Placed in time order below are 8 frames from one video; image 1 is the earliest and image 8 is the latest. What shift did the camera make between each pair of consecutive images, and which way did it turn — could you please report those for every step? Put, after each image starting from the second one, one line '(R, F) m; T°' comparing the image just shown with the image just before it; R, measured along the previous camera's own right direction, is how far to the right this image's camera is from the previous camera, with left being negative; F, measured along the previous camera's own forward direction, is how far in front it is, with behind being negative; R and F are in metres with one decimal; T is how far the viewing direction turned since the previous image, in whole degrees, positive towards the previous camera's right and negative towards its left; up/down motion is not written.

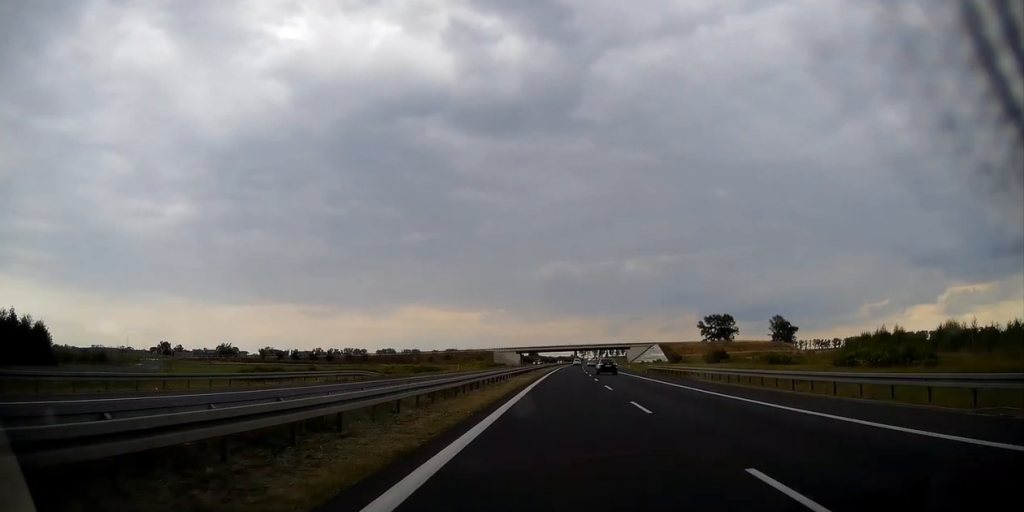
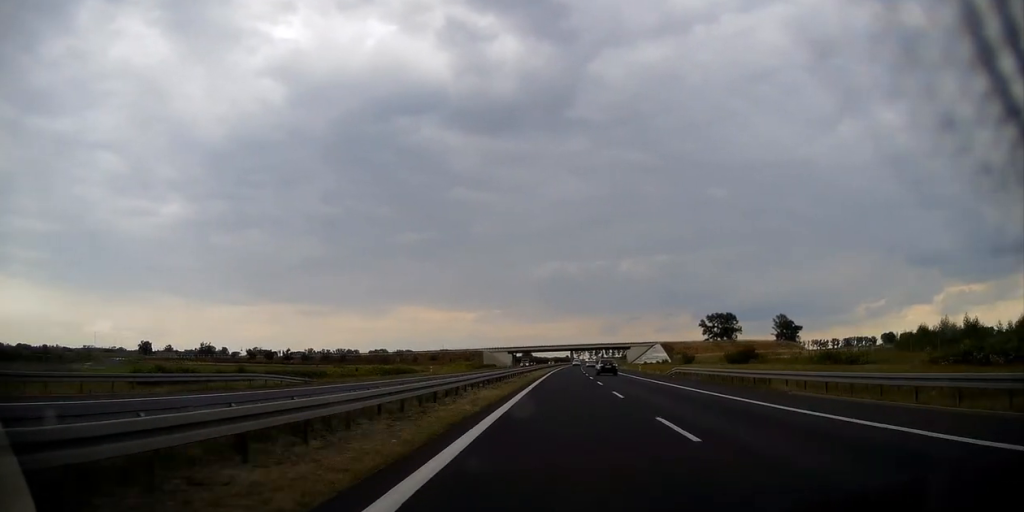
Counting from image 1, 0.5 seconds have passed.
(0.0, +15.2) m; 0°
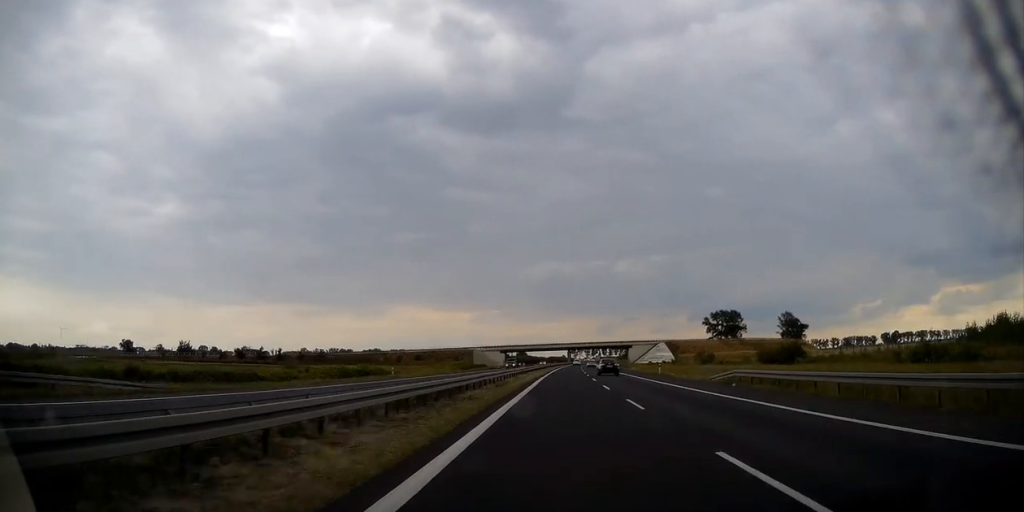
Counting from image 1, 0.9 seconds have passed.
(+0.1, +13.1) m; 0°
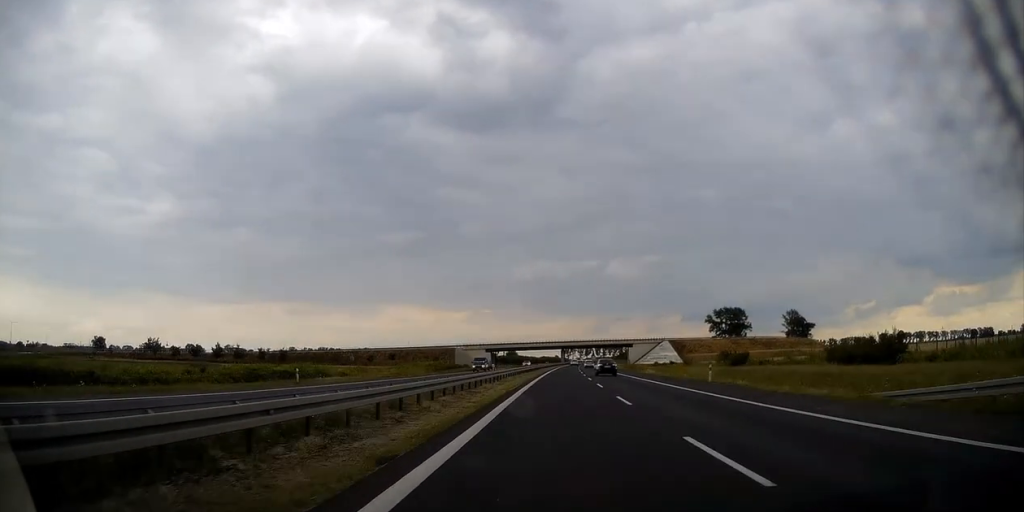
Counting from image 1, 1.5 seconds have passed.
(+0.1, +16.3) m; 0°
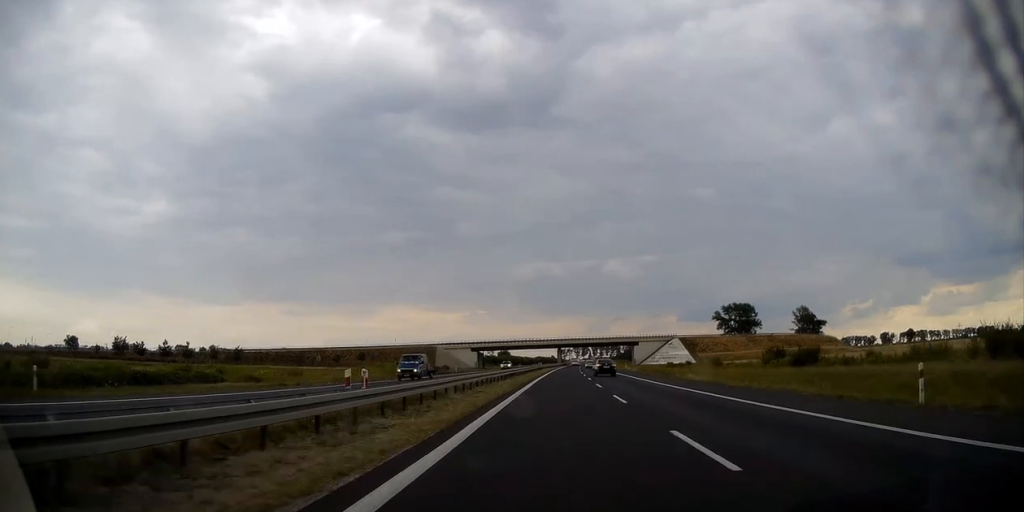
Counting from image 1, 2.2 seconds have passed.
(+0.1, +16.7) m; 0°
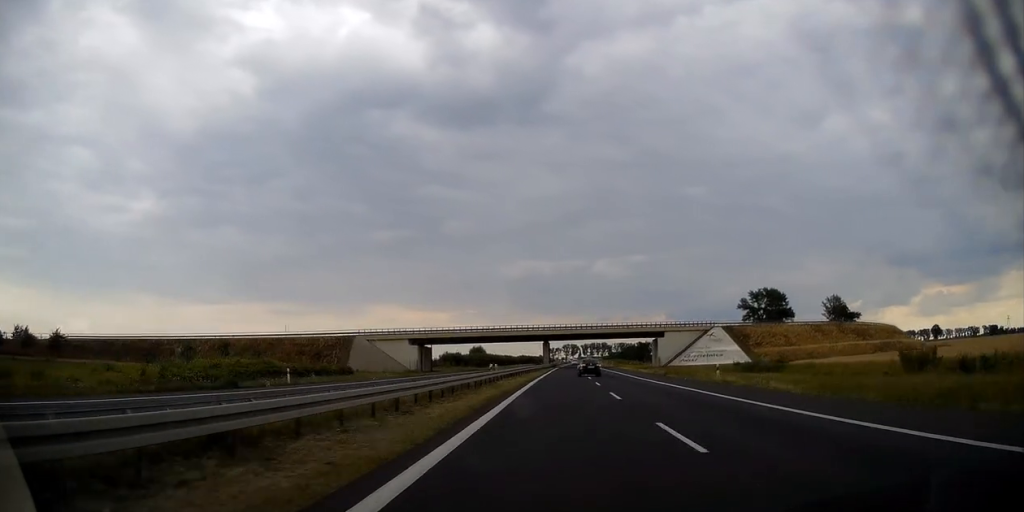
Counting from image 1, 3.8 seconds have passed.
(+0.3, +47.3) m; +1°
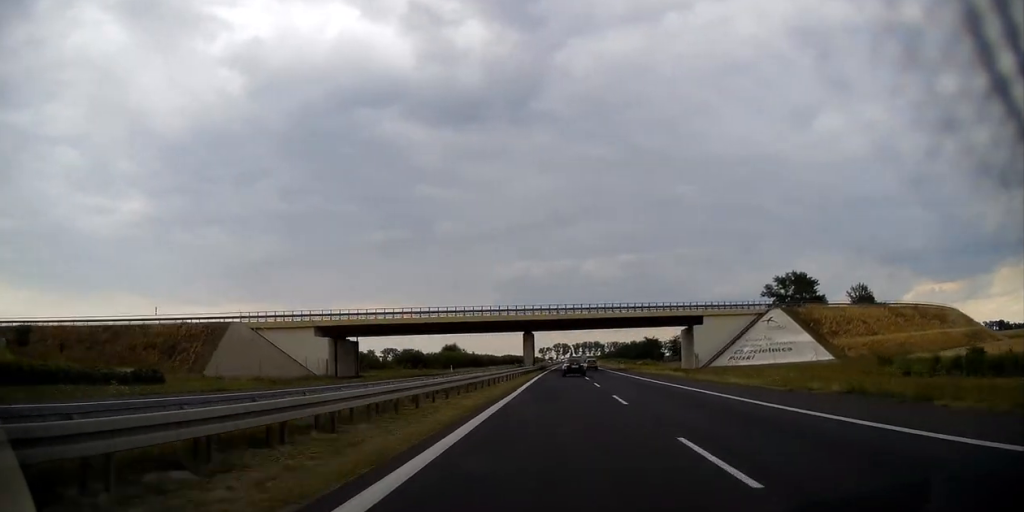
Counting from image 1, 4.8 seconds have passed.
(+0.3, +36.4) m; +1°
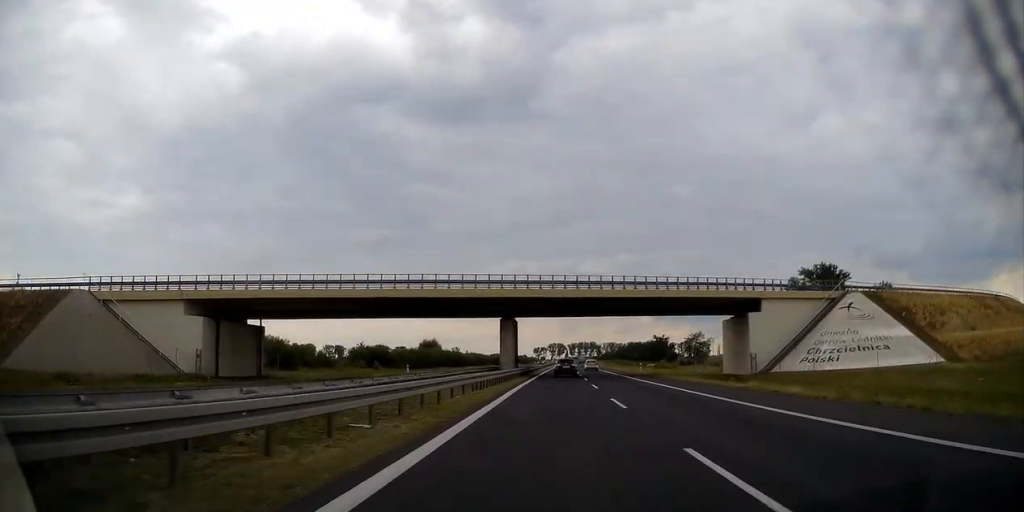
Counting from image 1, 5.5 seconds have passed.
(-0.1, +24.9) m; 0°
